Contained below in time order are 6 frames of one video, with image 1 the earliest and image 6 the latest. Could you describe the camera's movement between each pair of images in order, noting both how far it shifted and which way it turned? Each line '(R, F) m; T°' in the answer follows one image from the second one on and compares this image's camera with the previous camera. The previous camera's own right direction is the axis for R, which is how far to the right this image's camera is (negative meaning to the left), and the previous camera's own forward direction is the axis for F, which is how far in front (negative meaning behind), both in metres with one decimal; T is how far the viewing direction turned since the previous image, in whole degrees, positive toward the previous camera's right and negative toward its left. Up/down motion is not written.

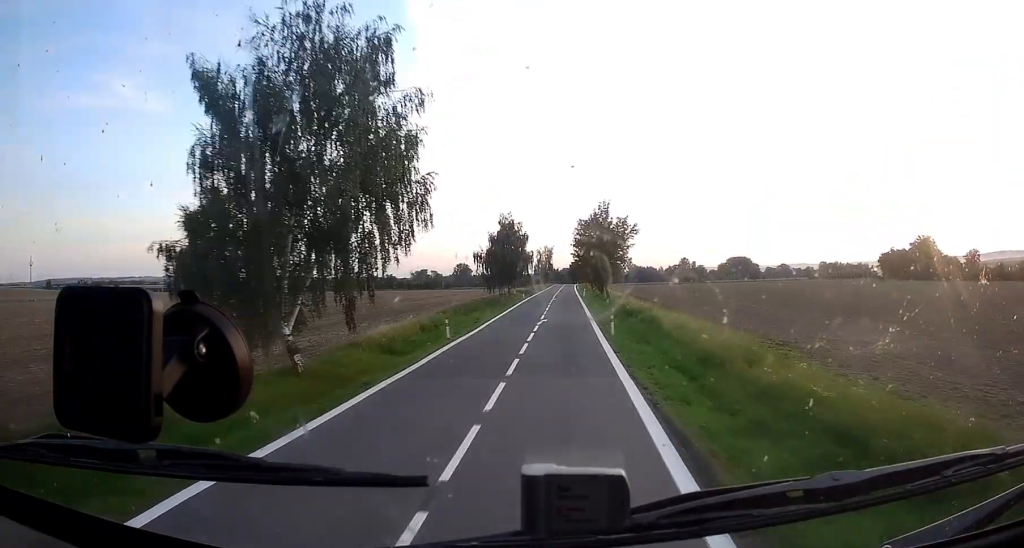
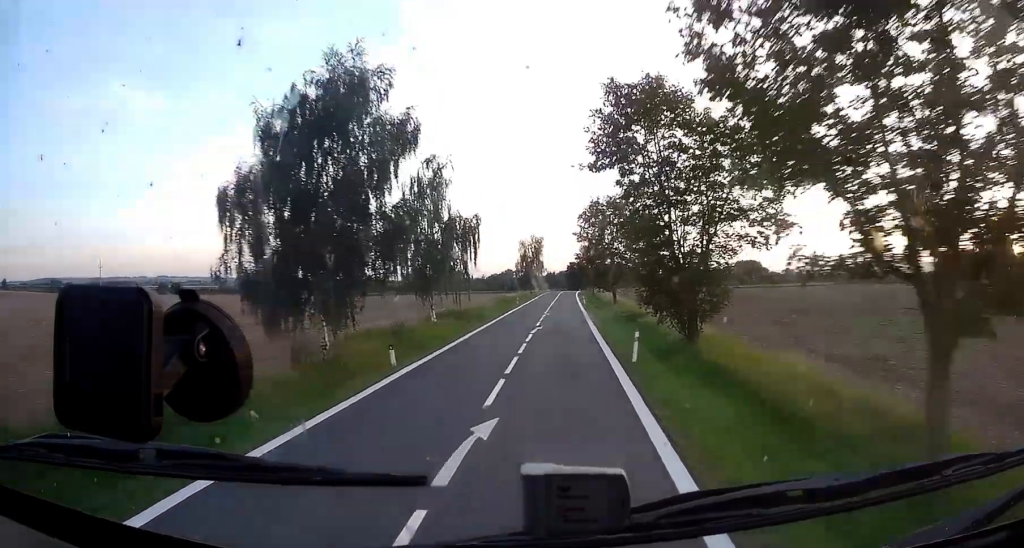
(+0.2, +59.1) m; -1°
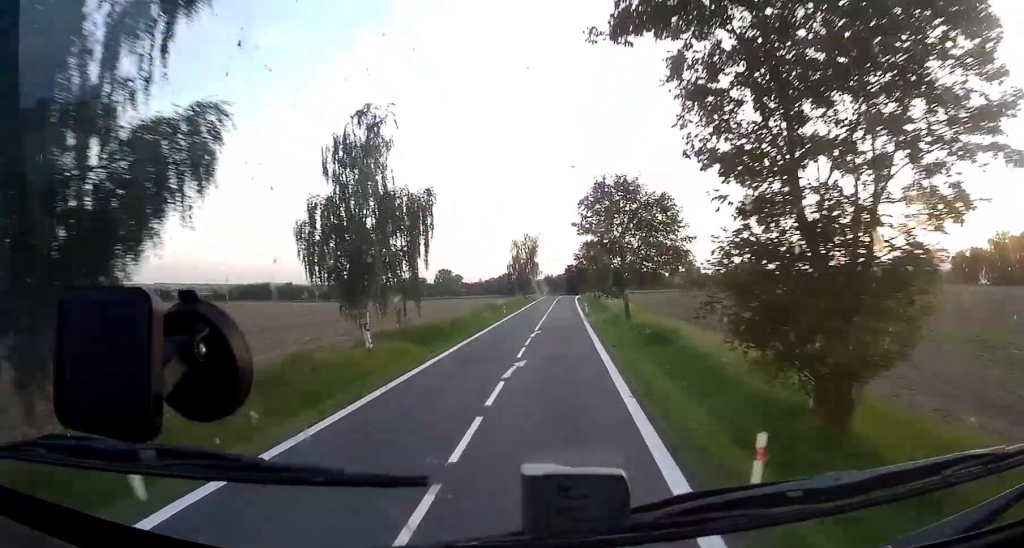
(0.0, +12.8) m; 0°
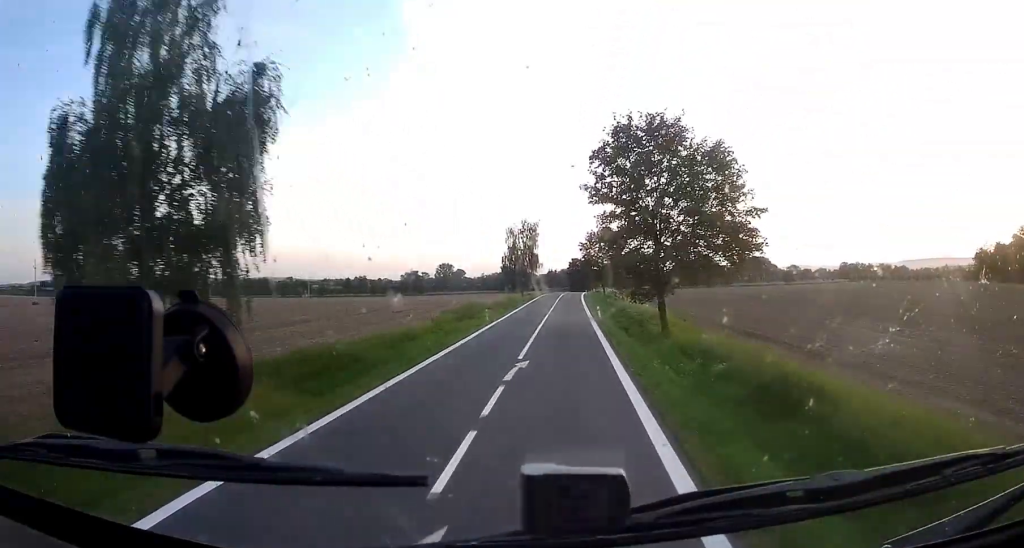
(0.0, +15.1) m; +1°
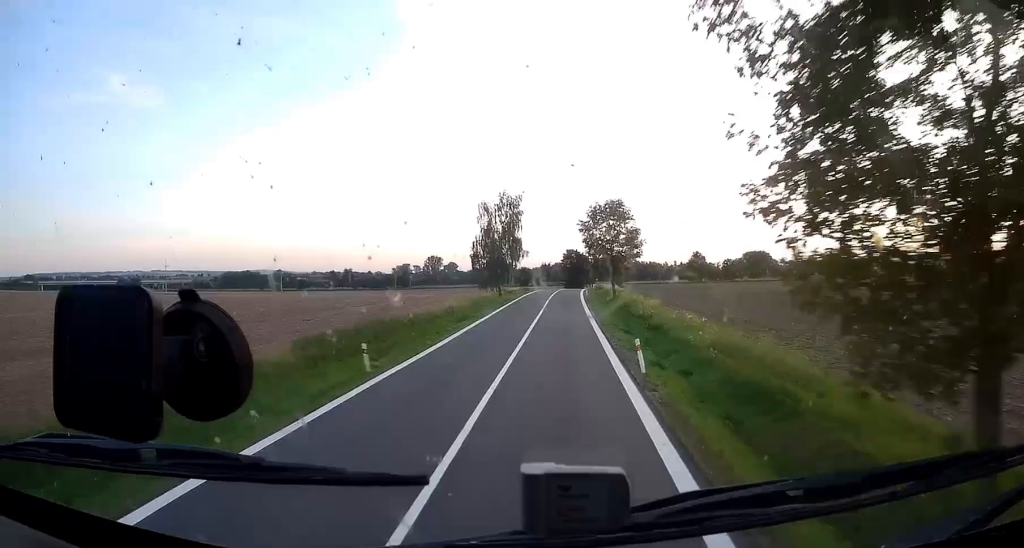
(+0.4, +24.1) m; +2°
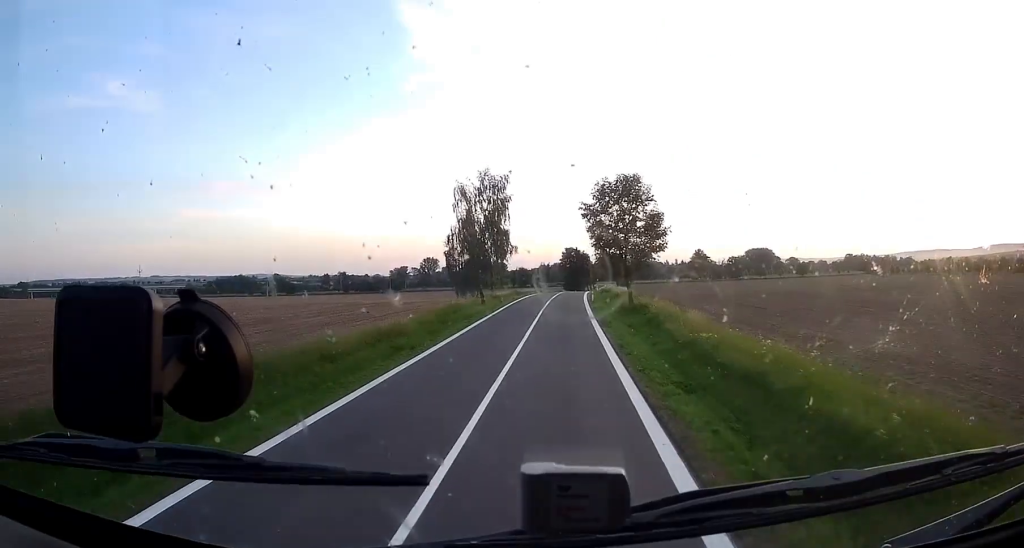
(+0.1, +14.3) m; 0°
